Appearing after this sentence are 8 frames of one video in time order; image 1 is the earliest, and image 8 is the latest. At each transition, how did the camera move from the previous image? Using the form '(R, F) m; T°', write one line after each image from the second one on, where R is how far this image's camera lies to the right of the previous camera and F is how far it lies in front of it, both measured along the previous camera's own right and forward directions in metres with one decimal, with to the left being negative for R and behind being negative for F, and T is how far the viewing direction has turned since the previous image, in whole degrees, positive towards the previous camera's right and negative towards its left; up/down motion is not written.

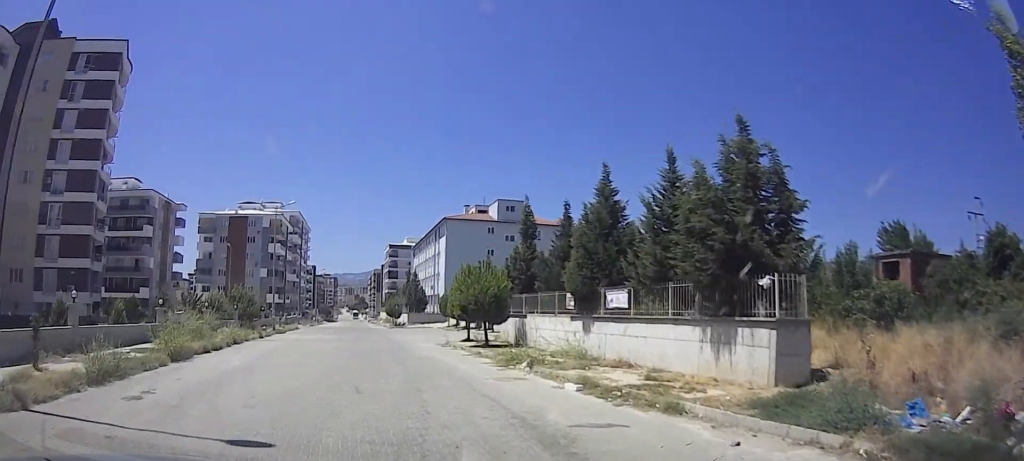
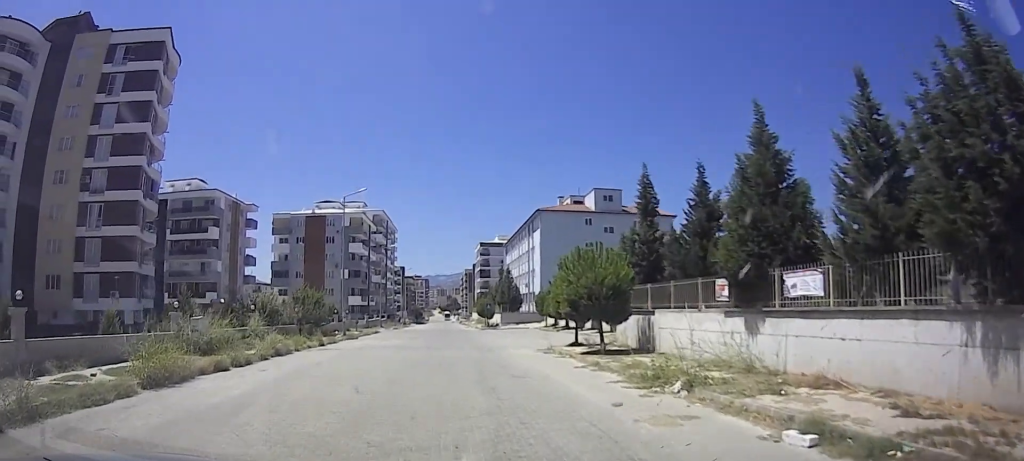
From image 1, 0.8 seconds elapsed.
(-0.8, +4.8) m; -13°
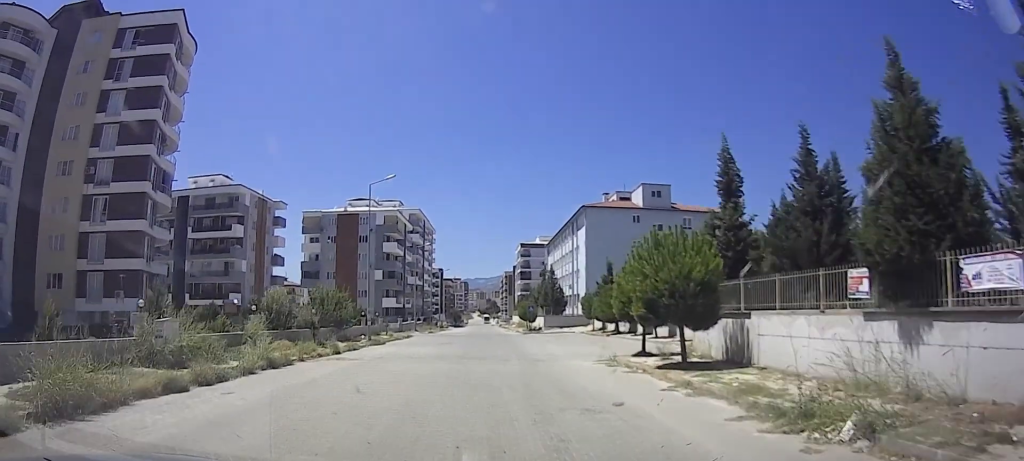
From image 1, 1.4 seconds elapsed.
(-0.4, +3.9) m; -7°
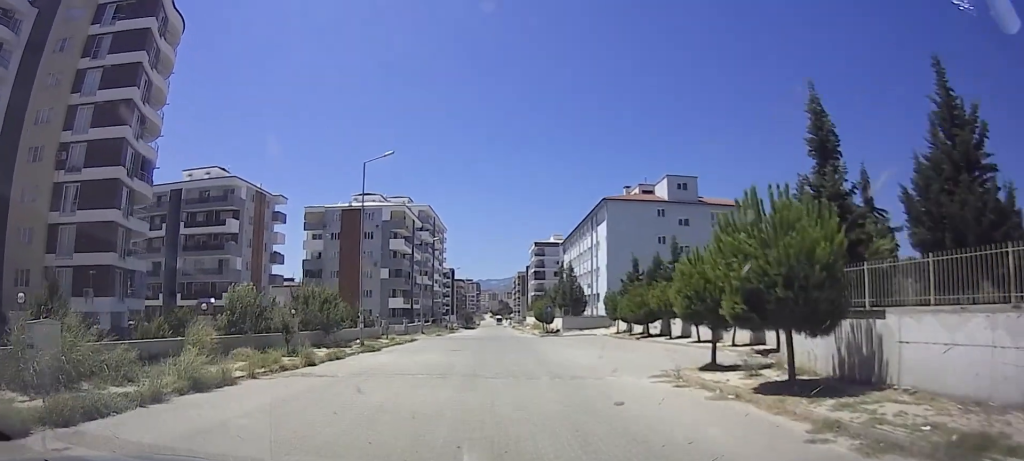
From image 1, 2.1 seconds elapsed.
(0.0, +4.9) m; -1°
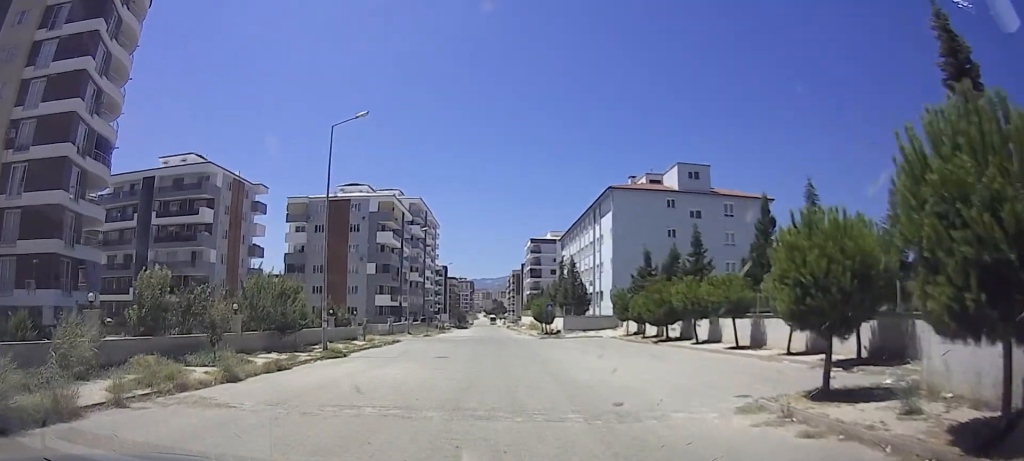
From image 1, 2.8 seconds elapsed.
(0.0, +5.4) m; -1°
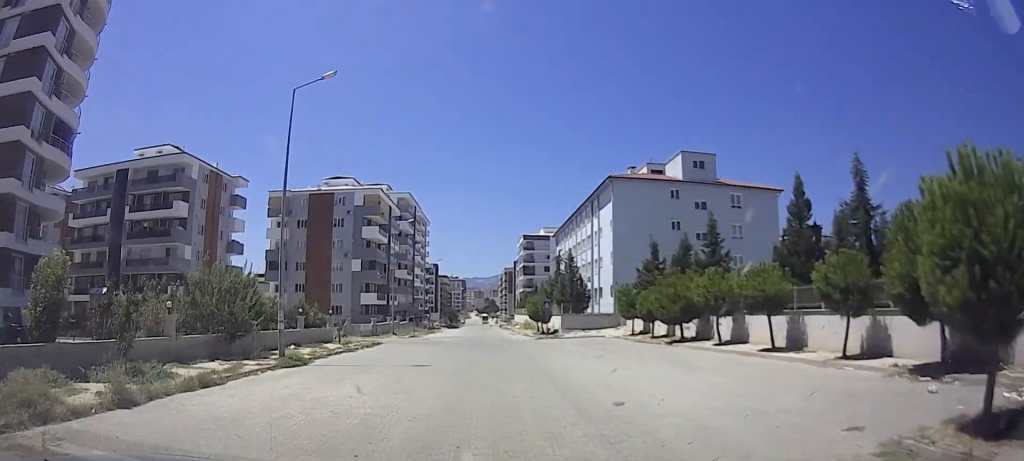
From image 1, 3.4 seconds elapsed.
(0.0, +4.0) m; -1°
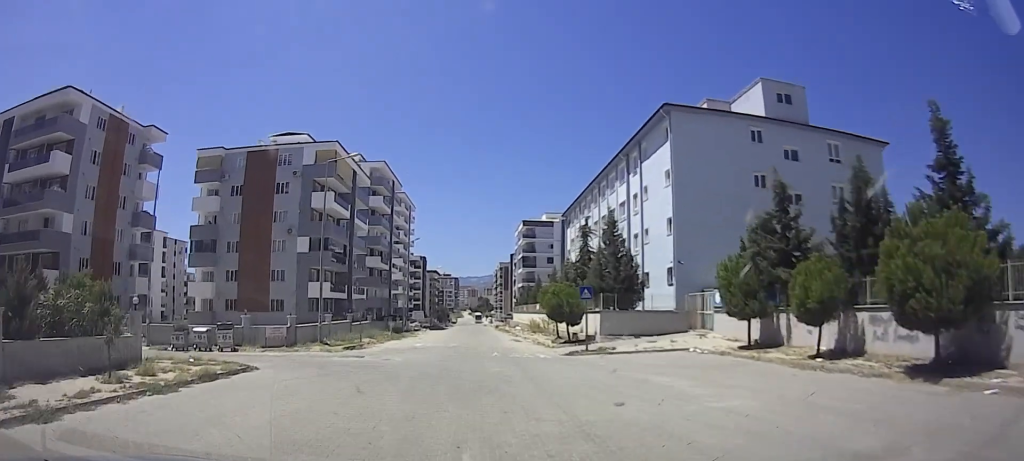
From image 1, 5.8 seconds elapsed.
(-1.9, +19.5) m; -8°
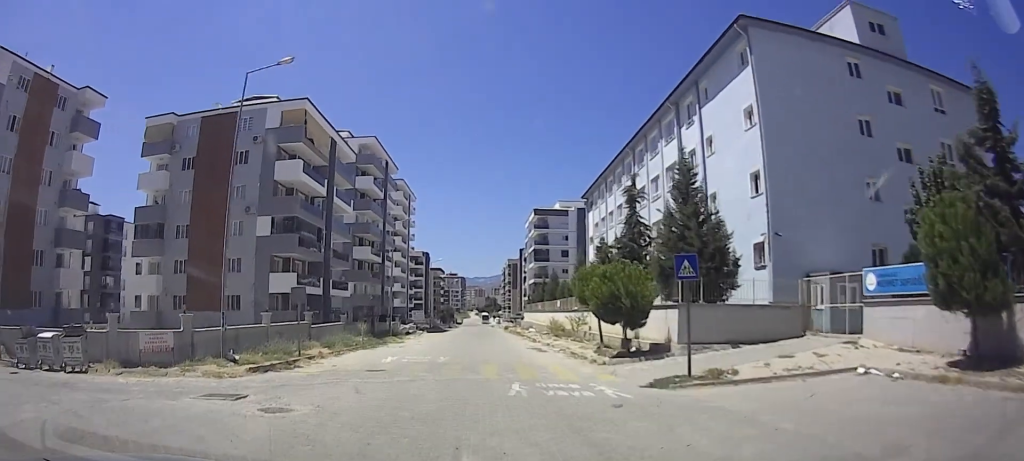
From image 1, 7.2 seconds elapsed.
(+0.4, +11.6) m; +4°
